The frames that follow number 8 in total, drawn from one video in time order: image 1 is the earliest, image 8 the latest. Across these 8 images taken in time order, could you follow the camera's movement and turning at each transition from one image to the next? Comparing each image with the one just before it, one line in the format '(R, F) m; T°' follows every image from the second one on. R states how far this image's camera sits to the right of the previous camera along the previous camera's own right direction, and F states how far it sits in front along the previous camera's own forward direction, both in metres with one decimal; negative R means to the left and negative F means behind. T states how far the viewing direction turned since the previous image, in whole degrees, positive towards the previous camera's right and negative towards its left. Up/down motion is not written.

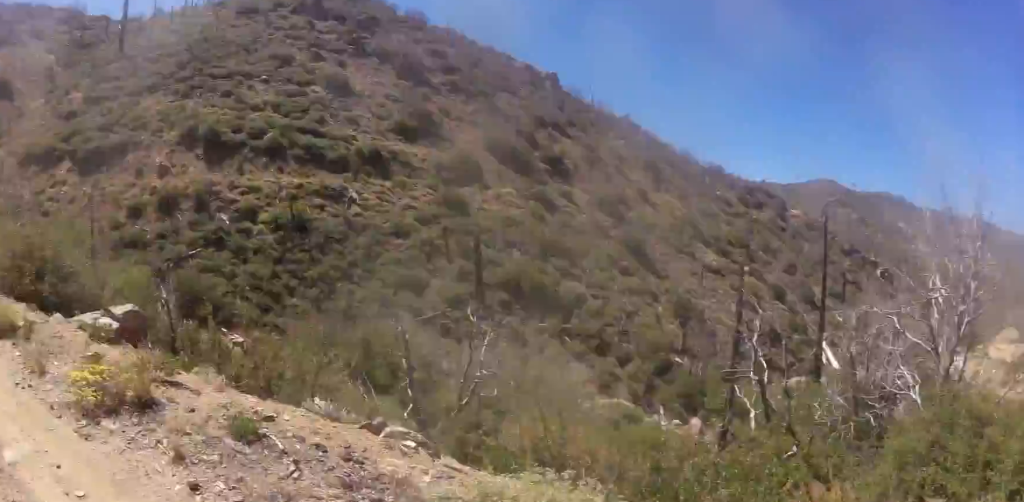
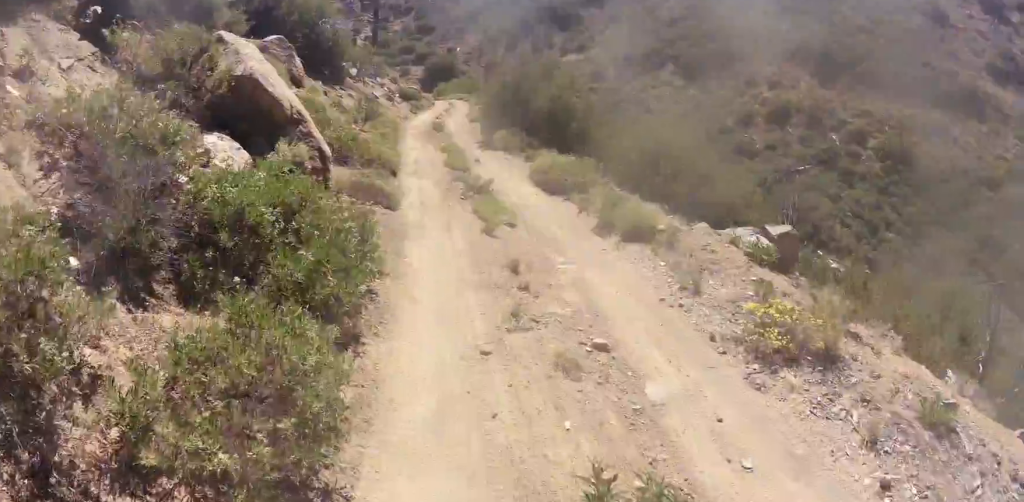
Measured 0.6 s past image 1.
(0.0, +1.4) m; 0°
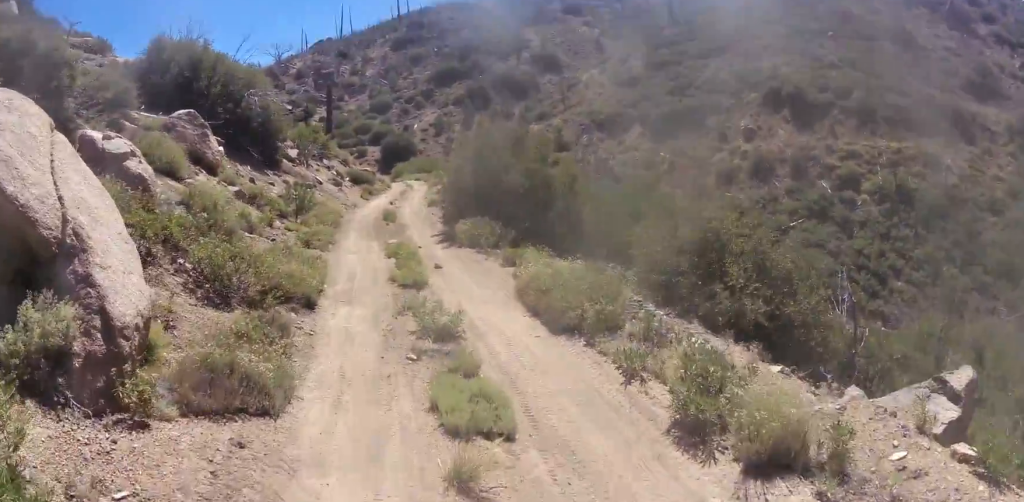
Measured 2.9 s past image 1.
(0.0, +6.2) m; 0°
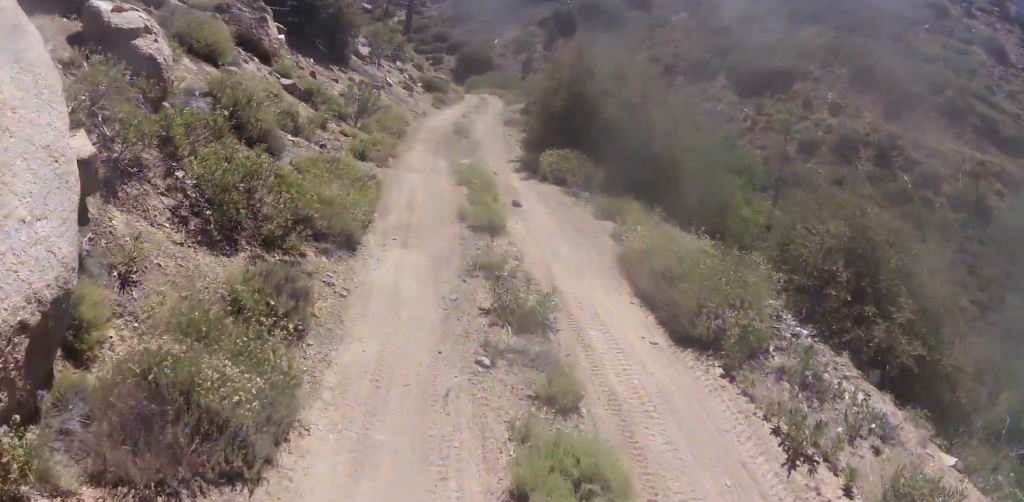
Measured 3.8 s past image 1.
(0.0, +3.0) m; 0°
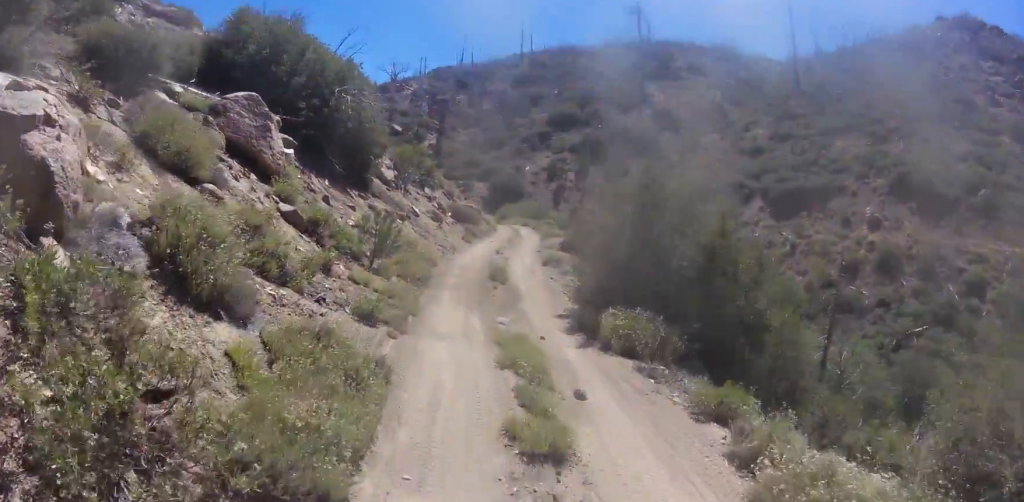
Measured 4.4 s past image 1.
(0.0, +2.6) m; 0°
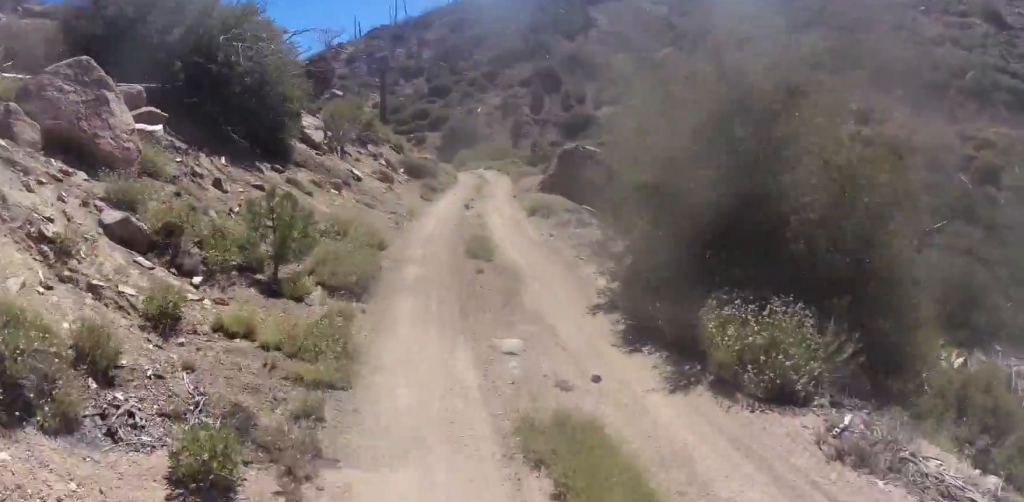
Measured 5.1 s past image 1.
(0.0, +3.5) m; 0°
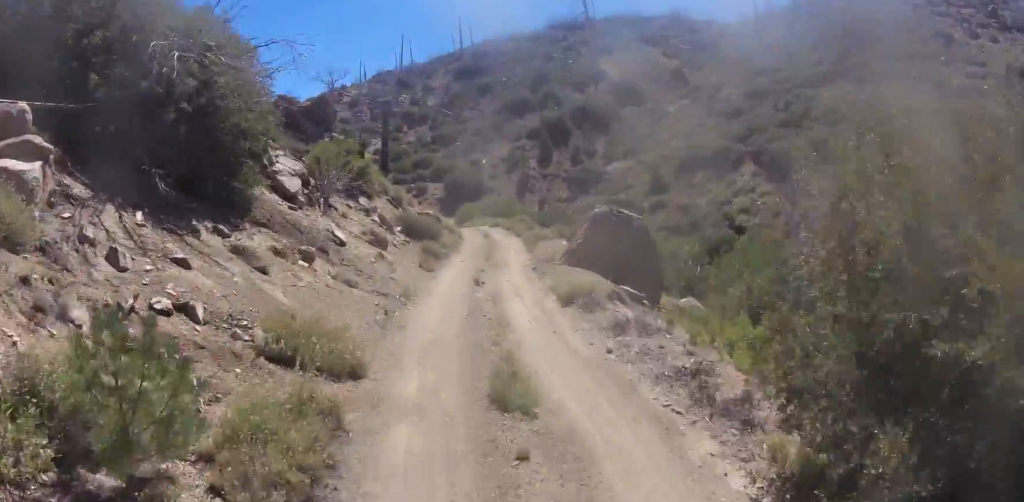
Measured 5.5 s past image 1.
(0.0, +2.8) m; 0°
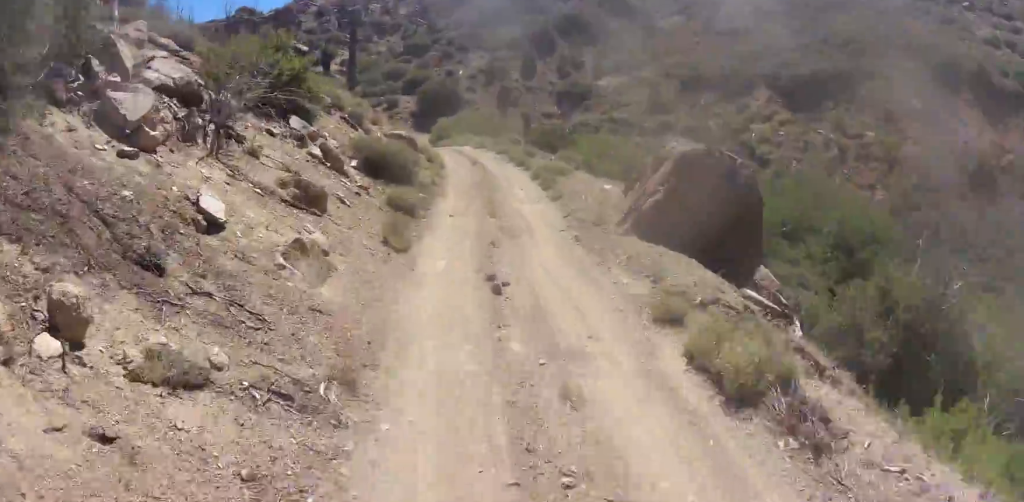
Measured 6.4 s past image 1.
(0.0, +5.4) m; 0°
